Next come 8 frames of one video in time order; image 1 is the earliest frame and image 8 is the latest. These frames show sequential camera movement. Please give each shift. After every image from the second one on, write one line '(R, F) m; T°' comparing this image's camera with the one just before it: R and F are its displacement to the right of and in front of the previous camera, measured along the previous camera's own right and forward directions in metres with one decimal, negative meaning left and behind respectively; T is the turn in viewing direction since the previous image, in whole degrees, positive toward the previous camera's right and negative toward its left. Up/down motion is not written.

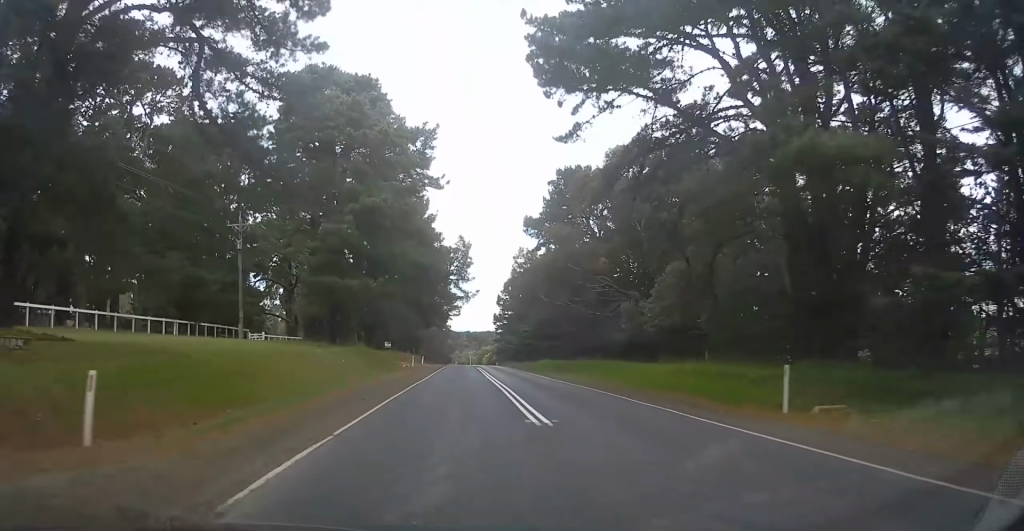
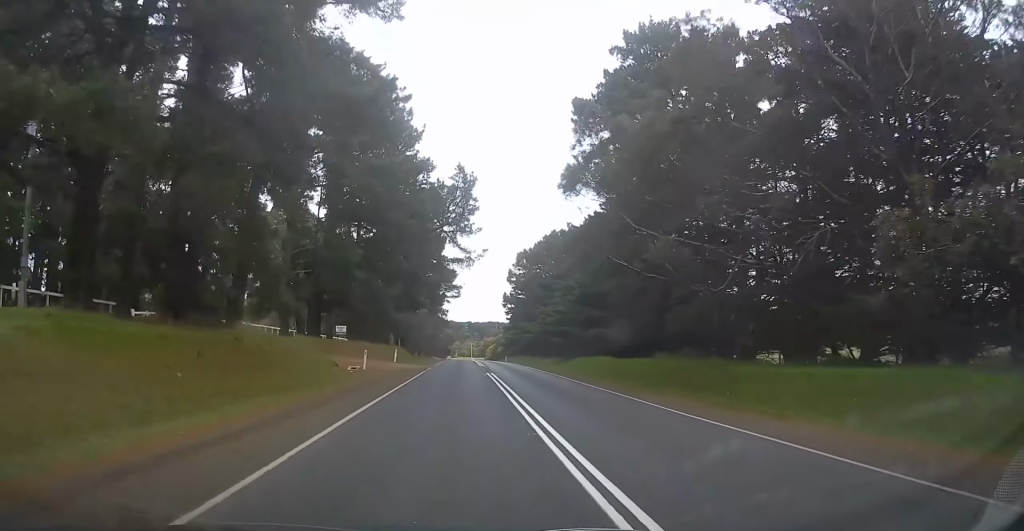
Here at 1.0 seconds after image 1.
(-0.2, +27.8) m; -2°
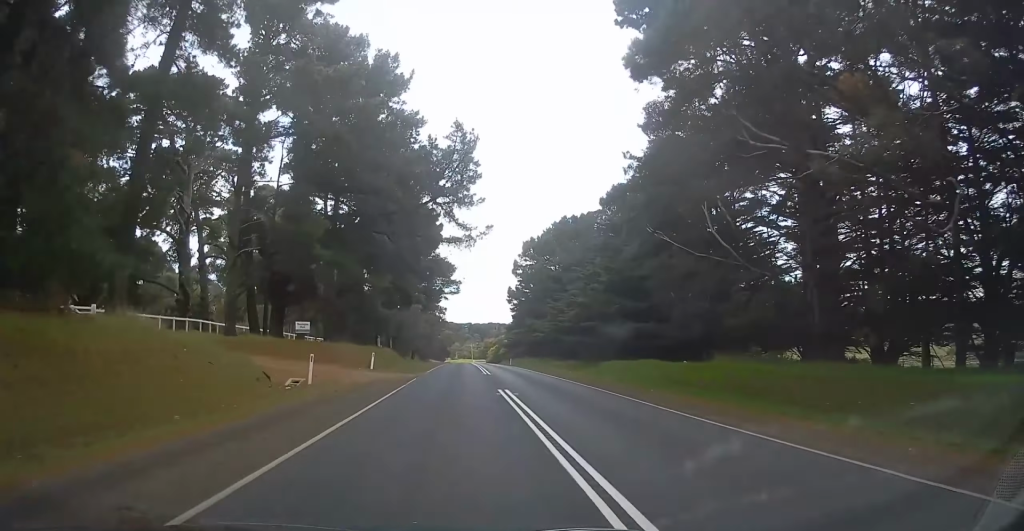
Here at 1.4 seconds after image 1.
(-0.3, +11.5) m; 0°
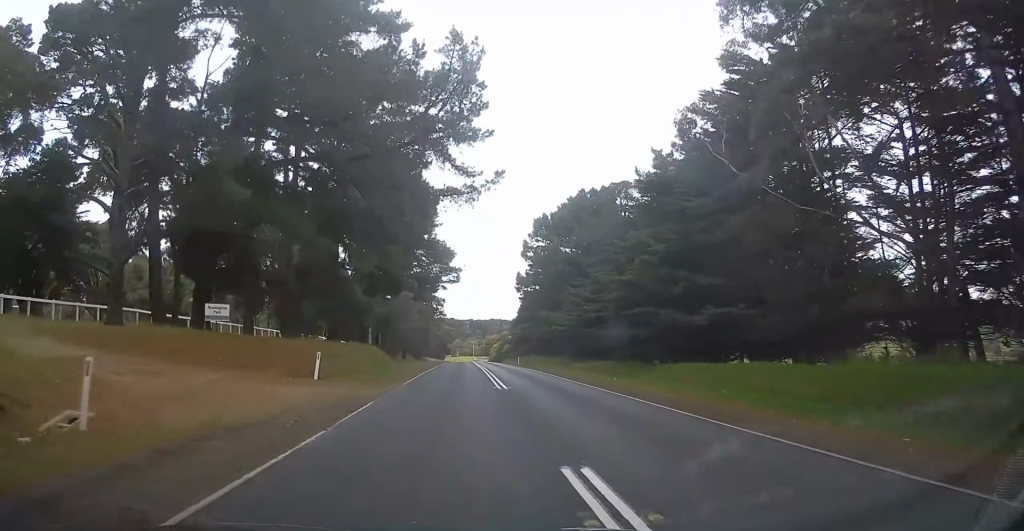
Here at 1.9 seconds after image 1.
(-0.2, +12.7) m; 0°
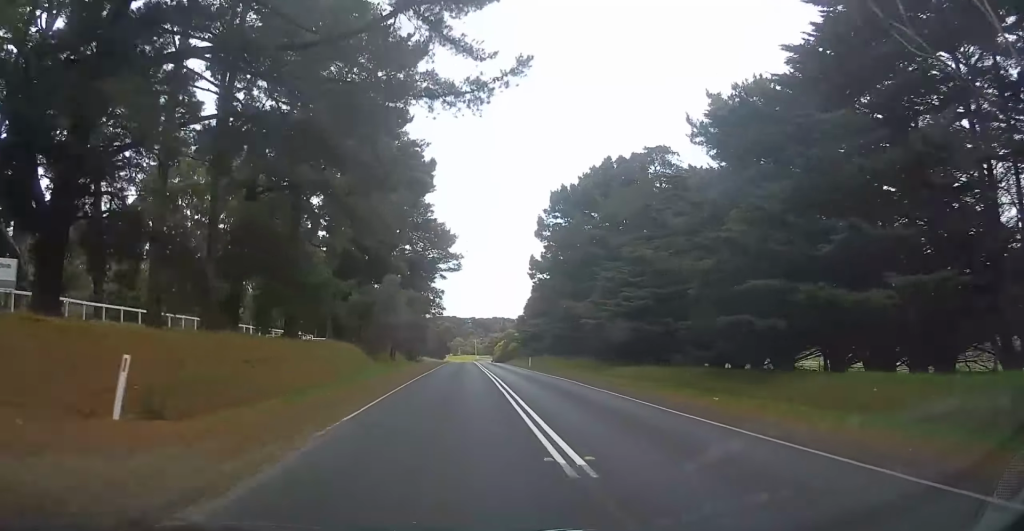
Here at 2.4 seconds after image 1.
(+0.3, +12.5) m; 0°
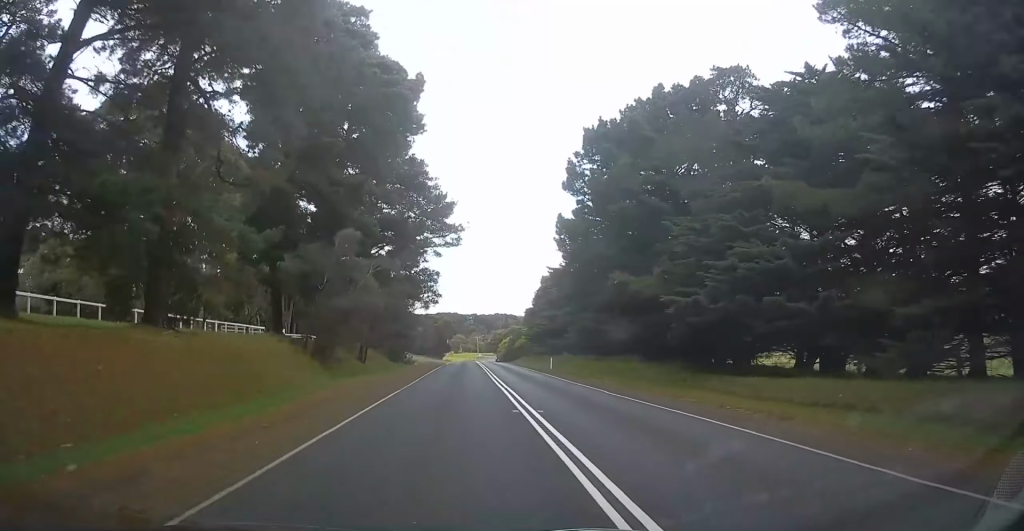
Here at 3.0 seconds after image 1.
(+0.2, +17.2) m; 0°
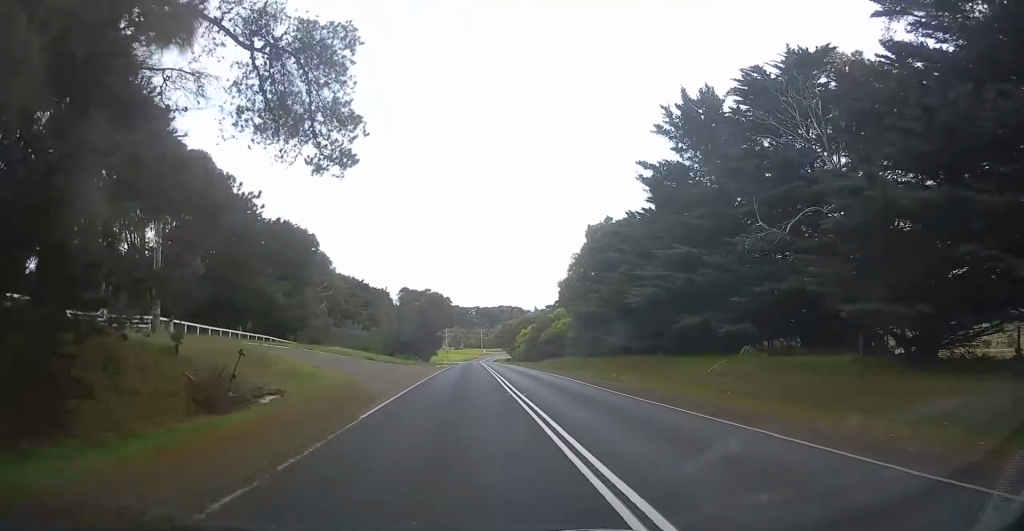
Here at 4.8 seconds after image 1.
(+0.1, +48.3) m; +1°
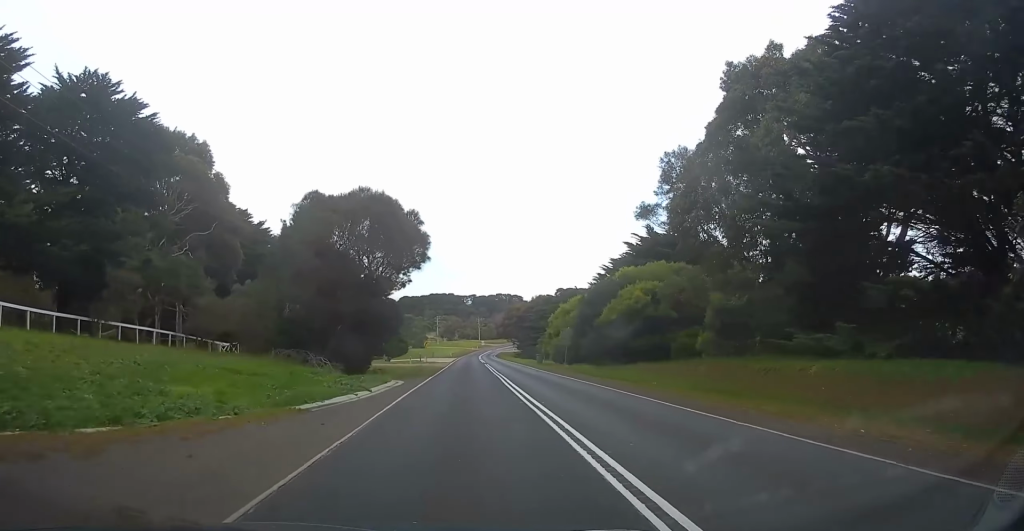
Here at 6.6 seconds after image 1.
(+0.1, +46.8) m; 0°
